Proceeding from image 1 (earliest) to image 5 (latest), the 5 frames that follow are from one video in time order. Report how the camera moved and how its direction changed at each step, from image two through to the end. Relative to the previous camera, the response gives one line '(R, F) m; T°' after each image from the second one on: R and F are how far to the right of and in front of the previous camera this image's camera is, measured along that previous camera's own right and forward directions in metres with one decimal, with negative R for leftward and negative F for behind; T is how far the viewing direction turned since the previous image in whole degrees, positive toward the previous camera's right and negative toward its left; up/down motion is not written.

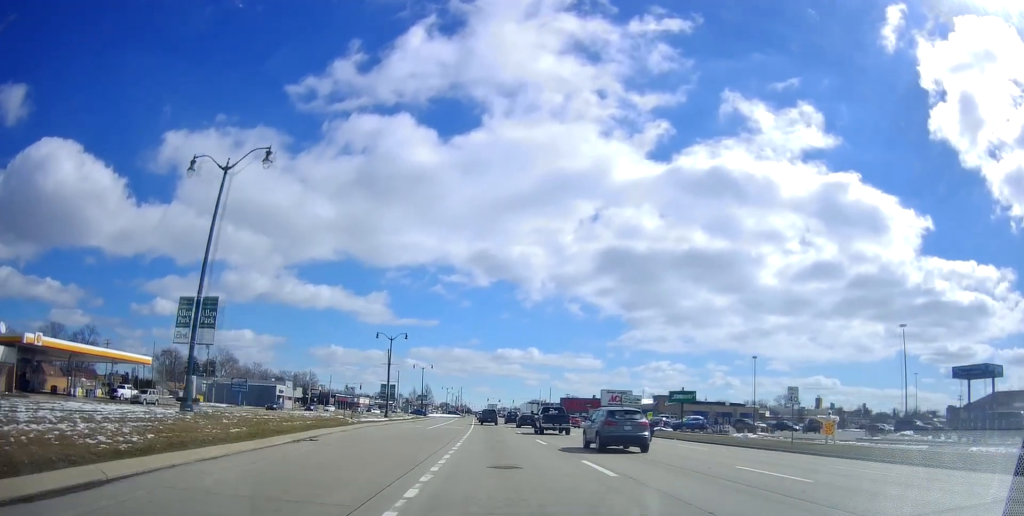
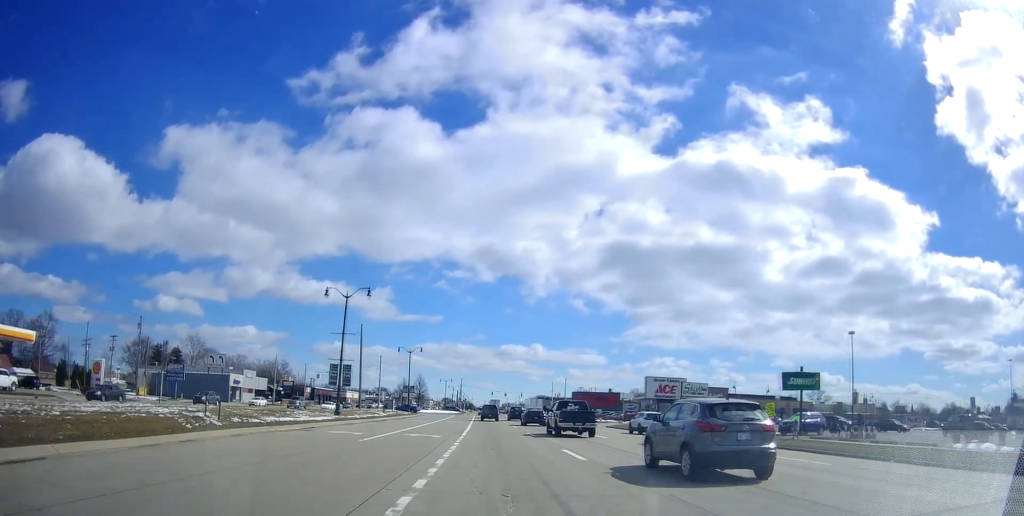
(+0.7, +25.7) m; 0°
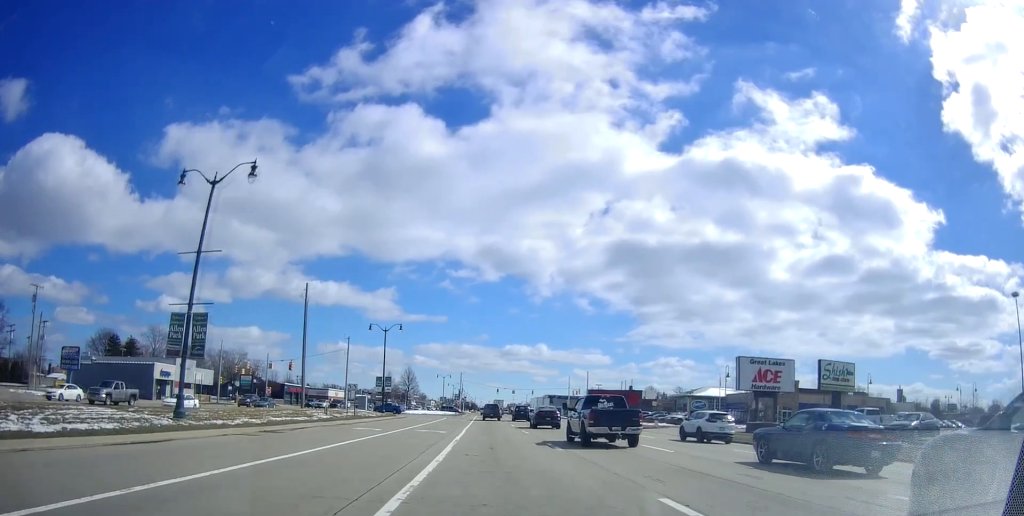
(-1.1, +26.5) m; -3°
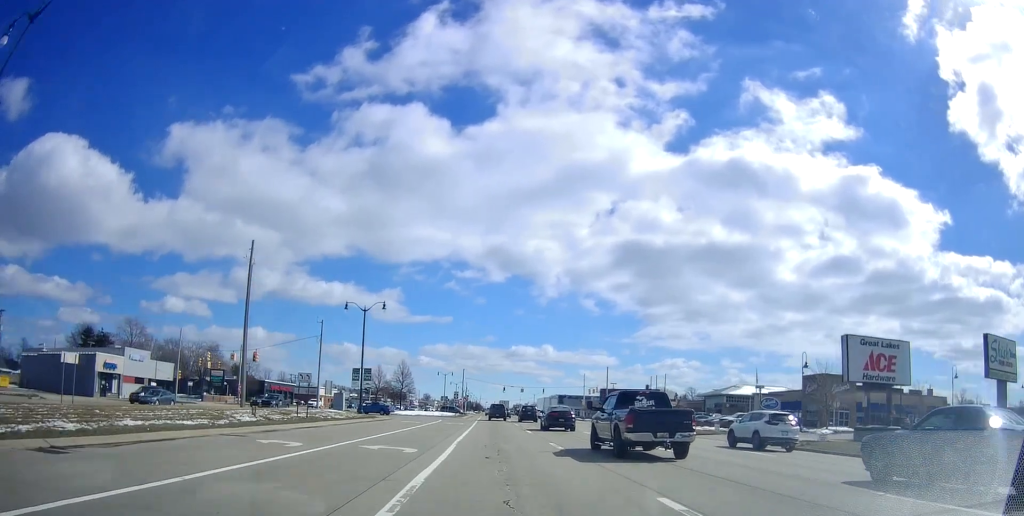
(-0.2, +14.9) m; 0°
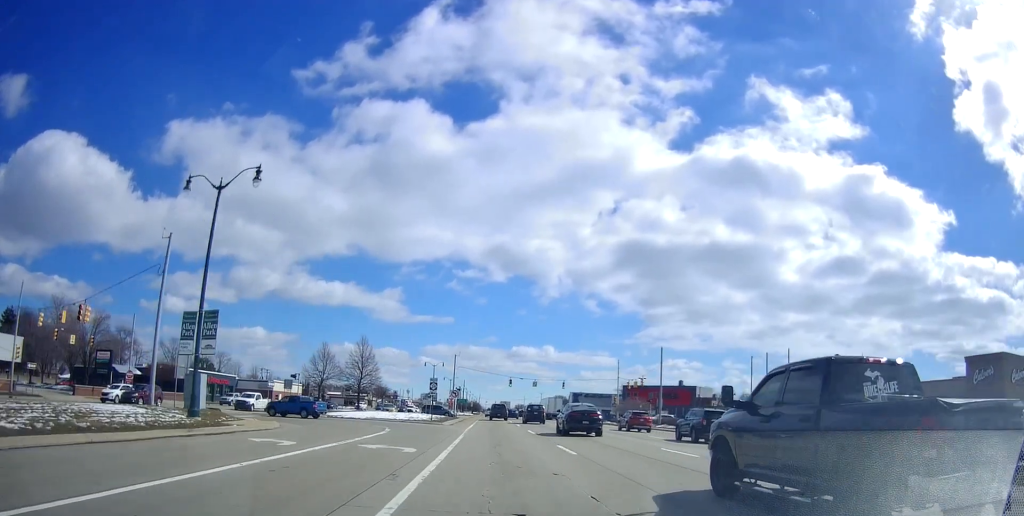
(+0.2, +33.2) m; 0°
